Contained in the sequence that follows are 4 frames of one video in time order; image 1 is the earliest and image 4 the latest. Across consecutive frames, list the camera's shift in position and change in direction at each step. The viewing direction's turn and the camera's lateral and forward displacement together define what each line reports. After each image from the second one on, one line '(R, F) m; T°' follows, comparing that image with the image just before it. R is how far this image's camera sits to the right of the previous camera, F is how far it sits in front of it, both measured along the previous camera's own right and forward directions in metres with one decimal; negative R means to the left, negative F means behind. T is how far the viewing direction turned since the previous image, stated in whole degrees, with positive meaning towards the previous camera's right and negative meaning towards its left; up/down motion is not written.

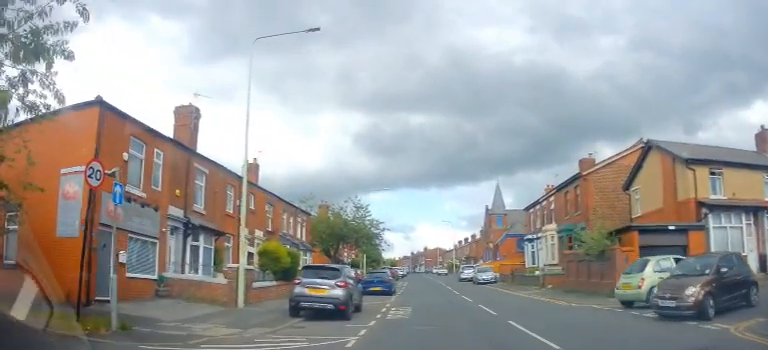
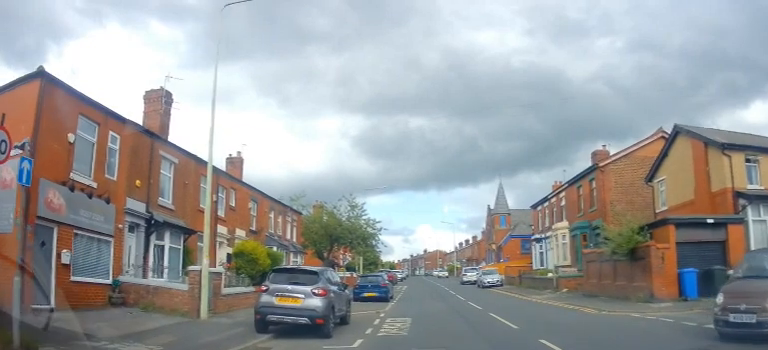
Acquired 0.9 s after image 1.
(-0.4, +2.6) m; -4°
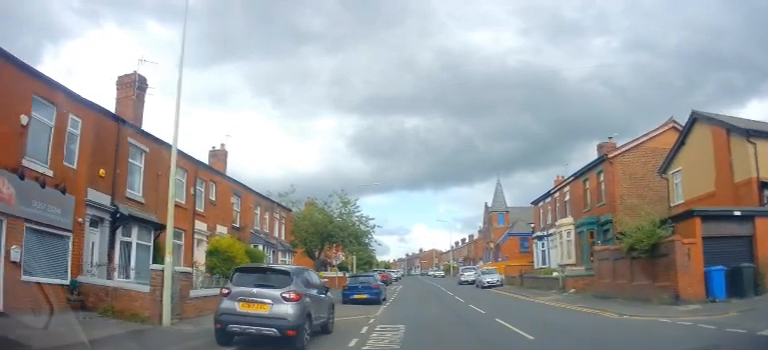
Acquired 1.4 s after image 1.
(+0.1, +1.8) m; -1°
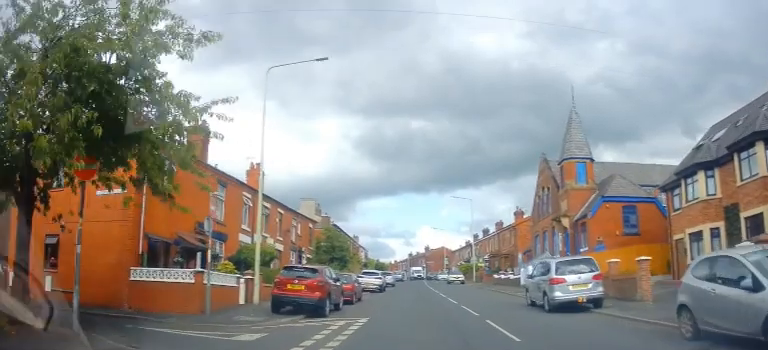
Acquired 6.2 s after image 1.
(+1.7, +29.1) m; +3°
